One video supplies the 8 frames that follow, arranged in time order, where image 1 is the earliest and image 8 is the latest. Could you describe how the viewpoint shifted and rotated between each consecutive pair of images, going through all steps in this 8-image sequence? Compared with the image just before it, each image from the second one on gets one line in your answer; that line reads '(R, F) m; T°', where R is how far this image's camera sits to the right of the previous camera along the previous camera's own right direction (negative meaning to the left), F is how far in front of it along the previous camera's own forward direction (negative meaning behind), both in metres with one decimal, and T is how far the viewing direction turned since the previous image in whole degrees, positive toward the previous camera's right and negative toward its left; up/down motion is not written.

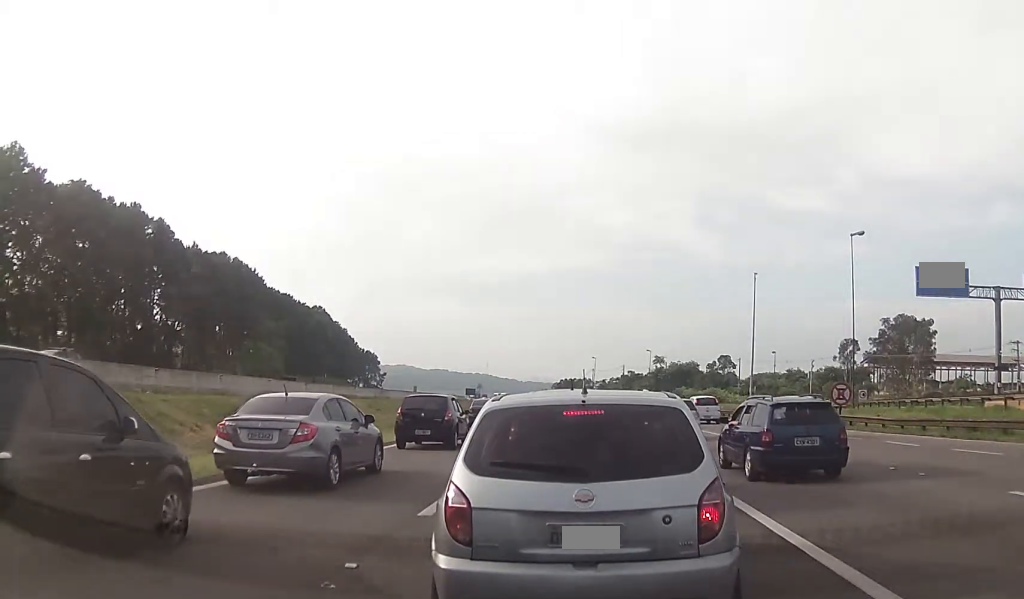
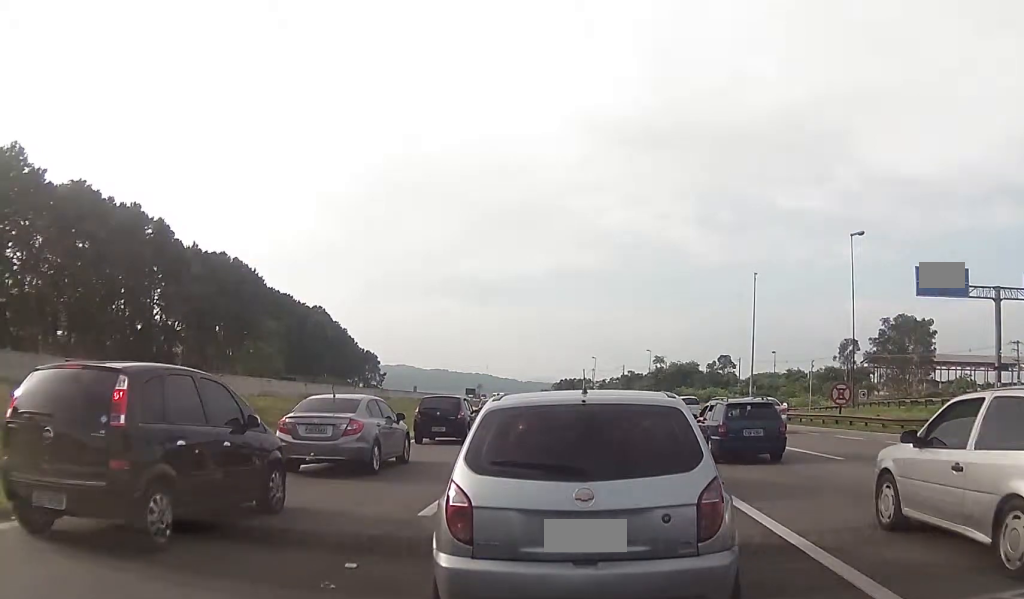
(0.0, +0.1) m; 0°
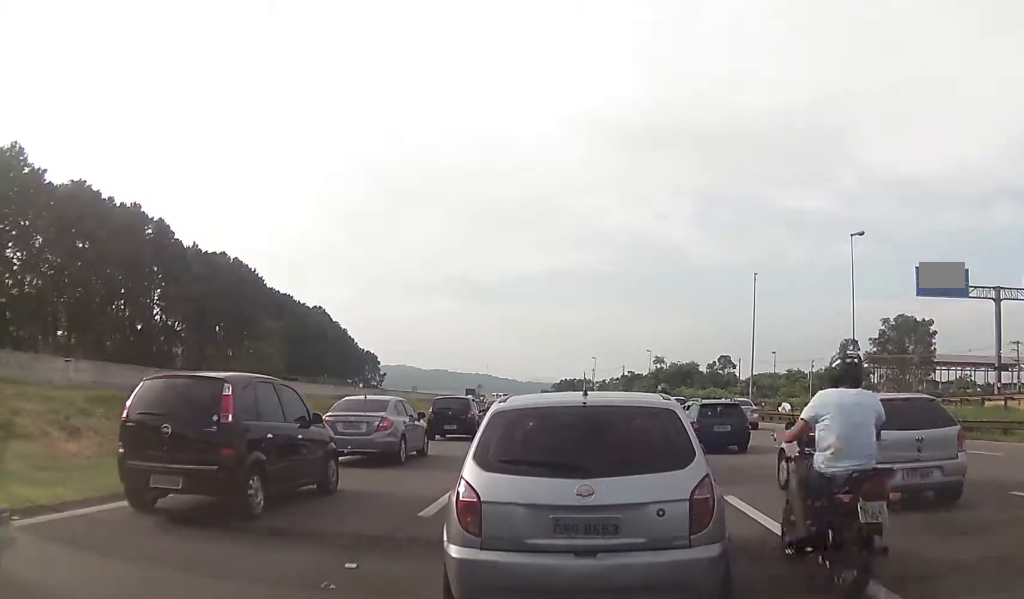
(0.0, +0.1) m; 0°
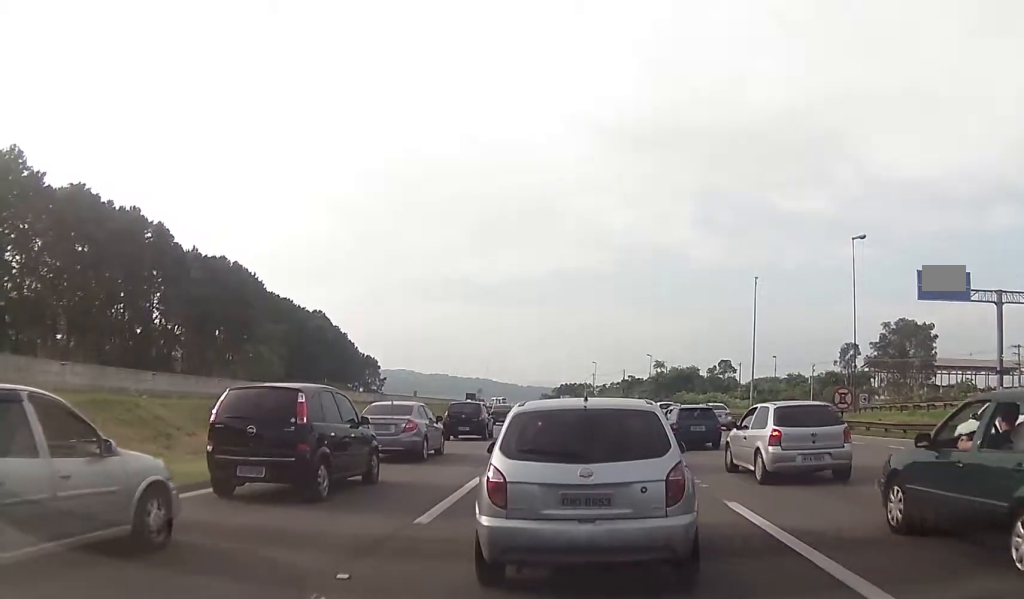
(0.0, 0.0) m; 0°
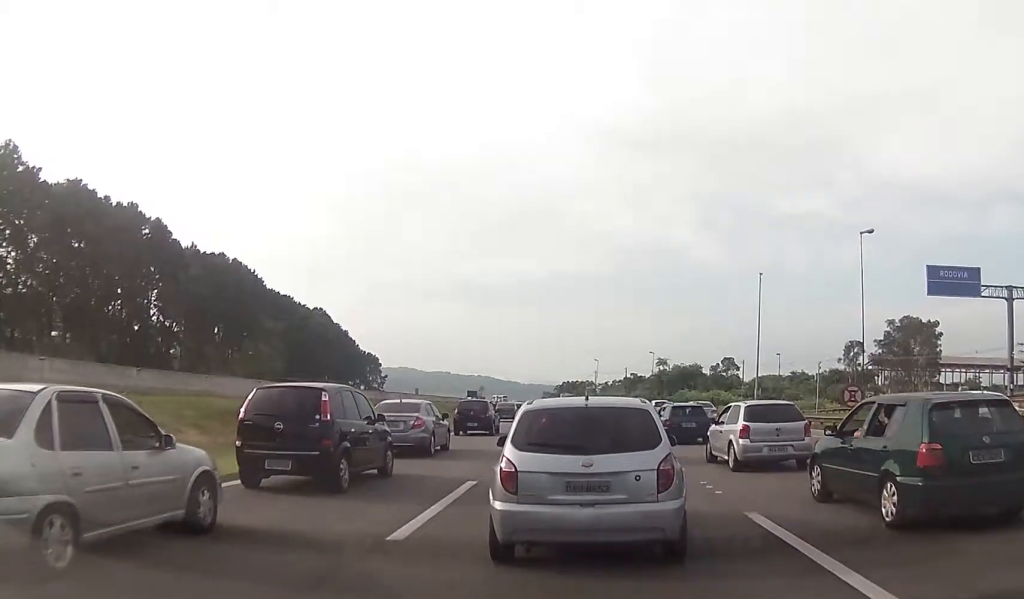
(0.0, 0.0) m; 0°
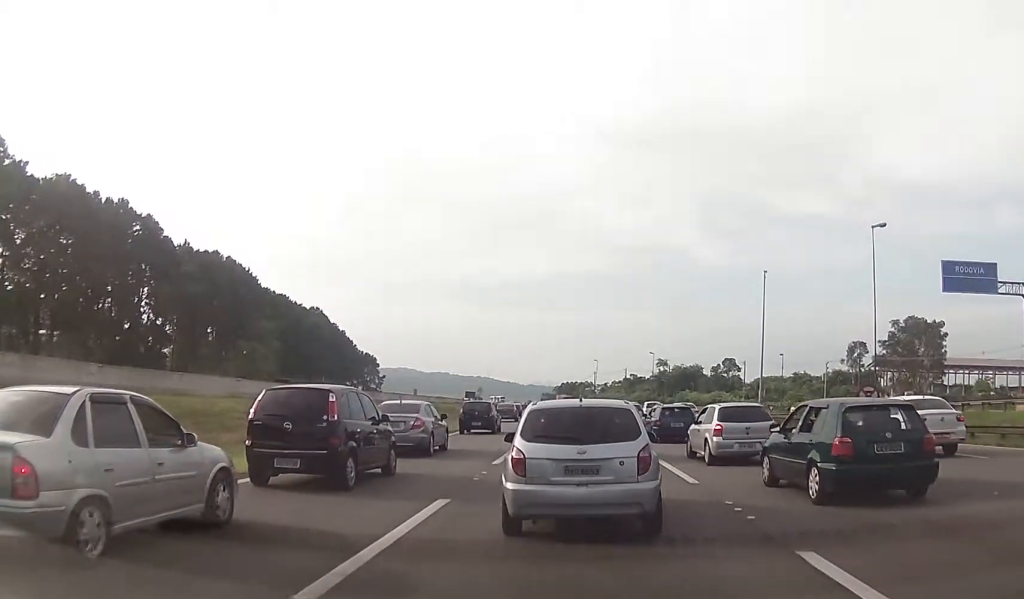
(0.0, +1.5) m; 0°
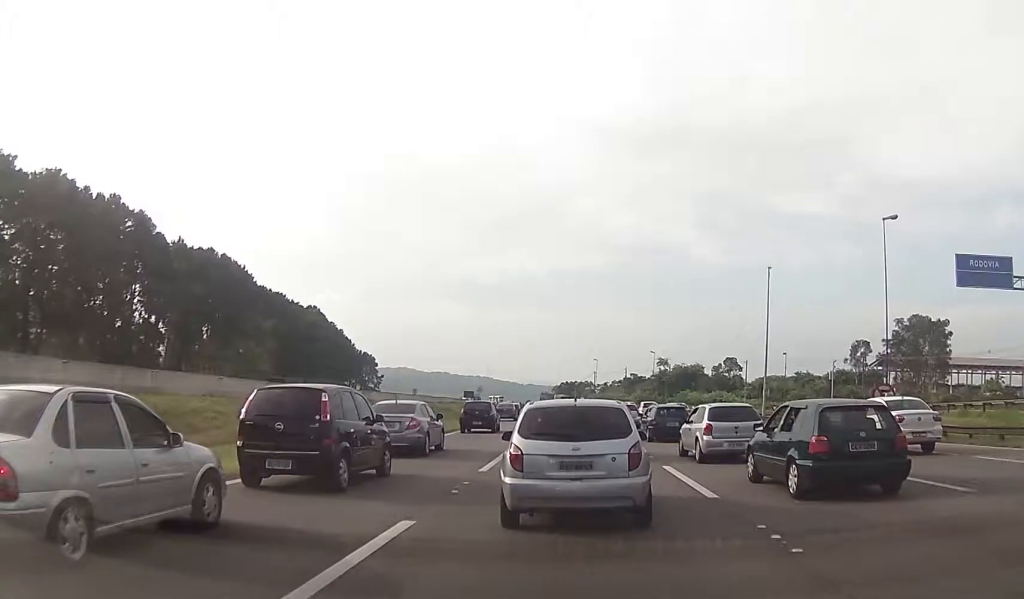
(0.0, +1.8) m; 0°
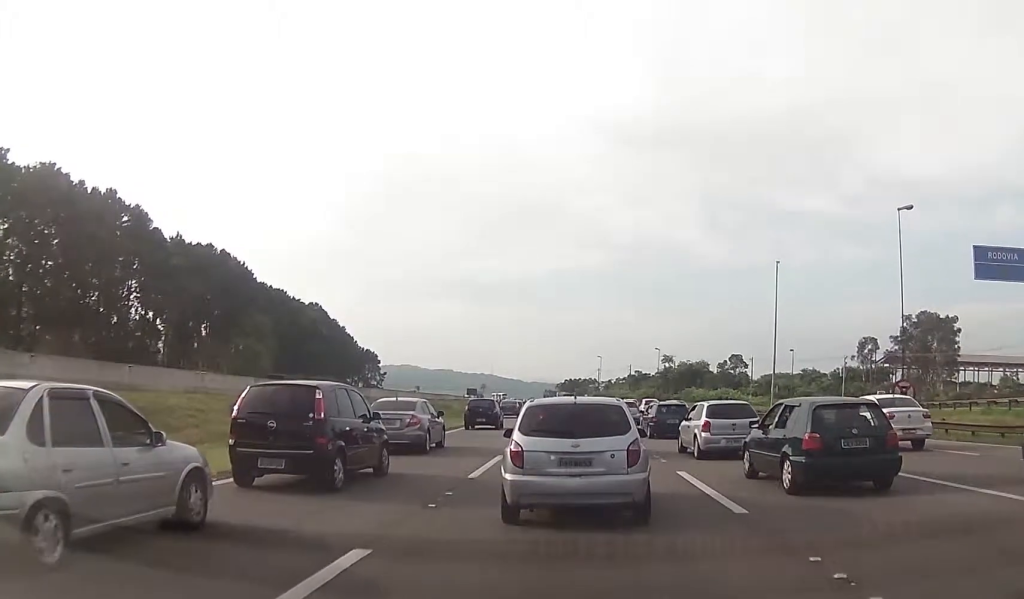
(0.0, +1.8) m; 0°
